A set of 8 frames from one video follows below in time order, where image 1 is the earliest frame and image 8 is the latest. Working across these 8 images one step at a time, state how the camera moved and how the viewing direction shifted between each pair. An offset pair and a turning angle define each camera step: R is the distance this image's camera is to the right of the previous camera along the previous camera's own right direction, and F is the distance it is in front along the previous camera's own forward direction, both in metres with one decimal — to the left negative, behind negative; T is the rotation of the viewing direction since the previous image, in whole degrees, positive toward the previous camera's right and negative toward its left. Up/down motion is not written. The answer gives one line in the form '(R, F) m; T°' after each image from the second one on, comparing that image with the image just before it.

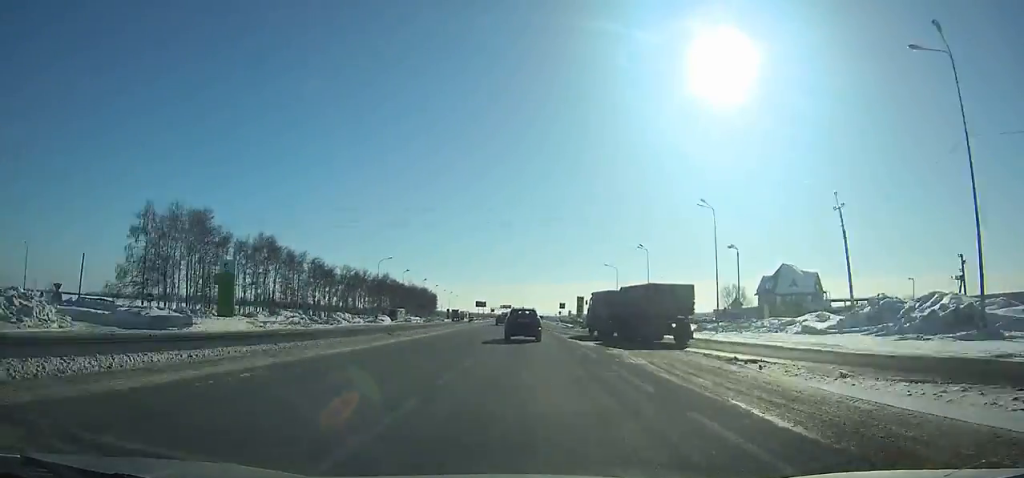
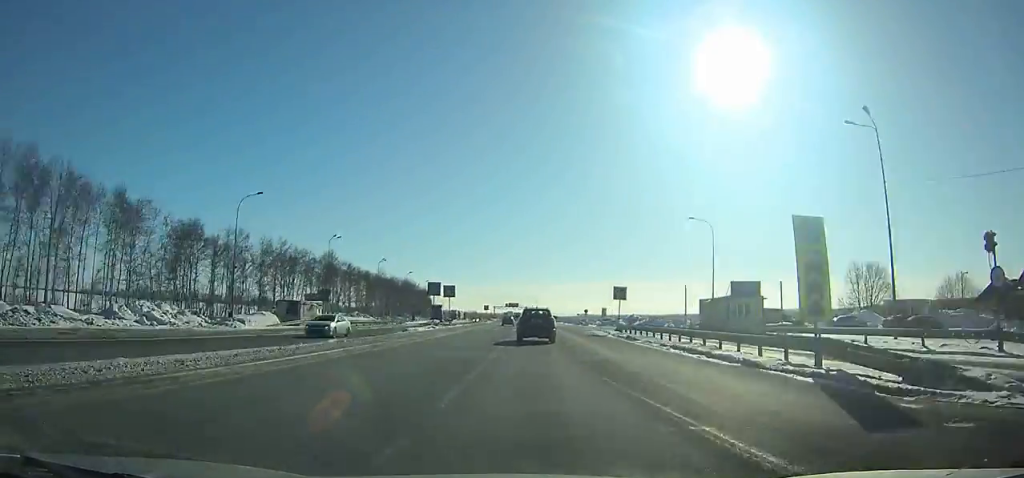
(-0.4, +59.2) m; -1°
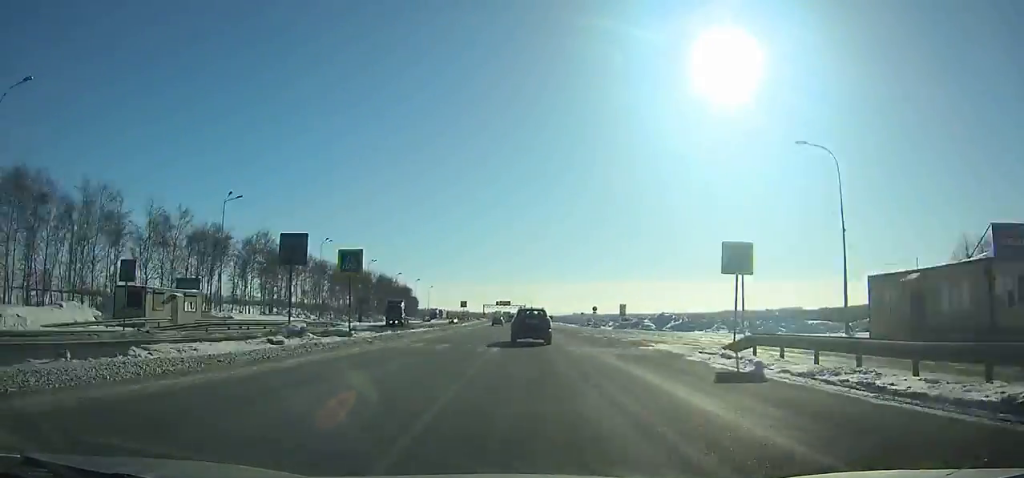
(0.0, +28.4) m; 0°
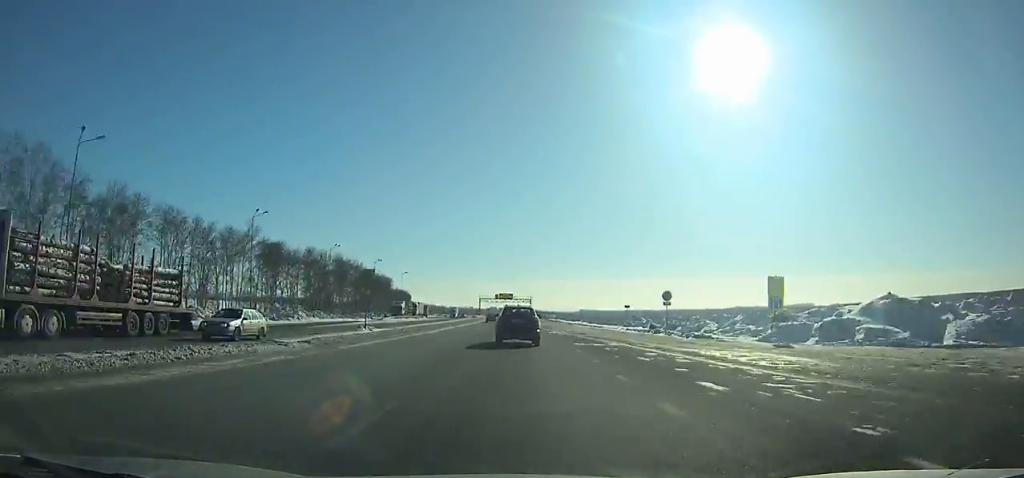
(-0.2, +49.9) m; -1°
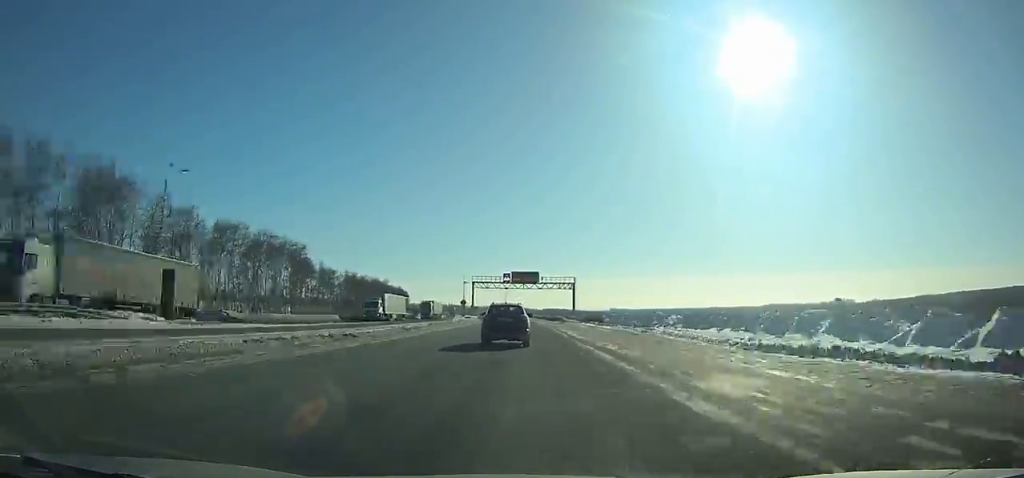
(-1.7, +109.6) m; -2°
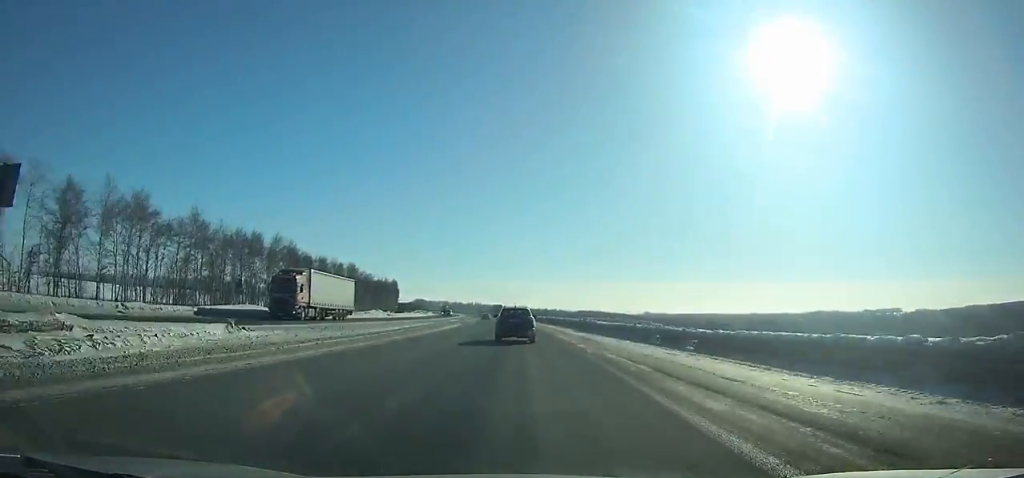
(-3.9, +130.6) m; -4°
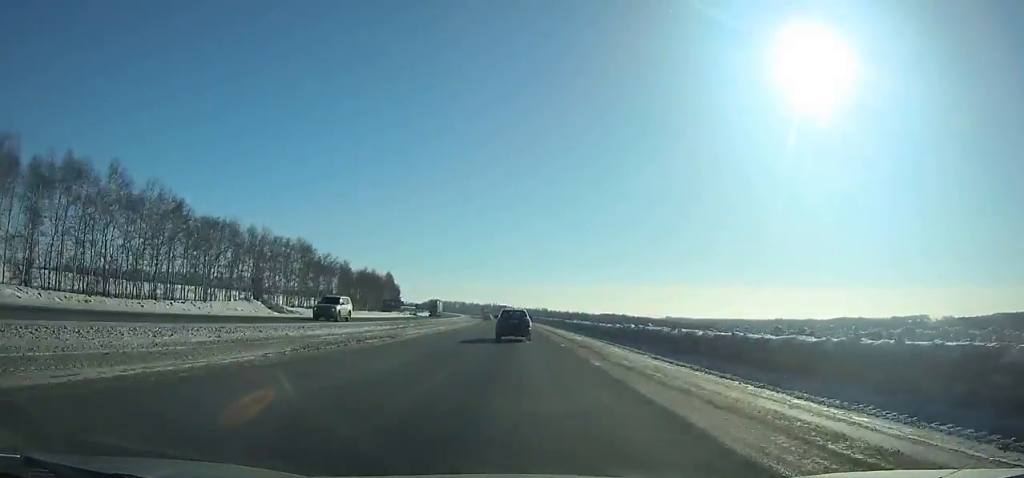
(-0.8, +56.6) m; -2°
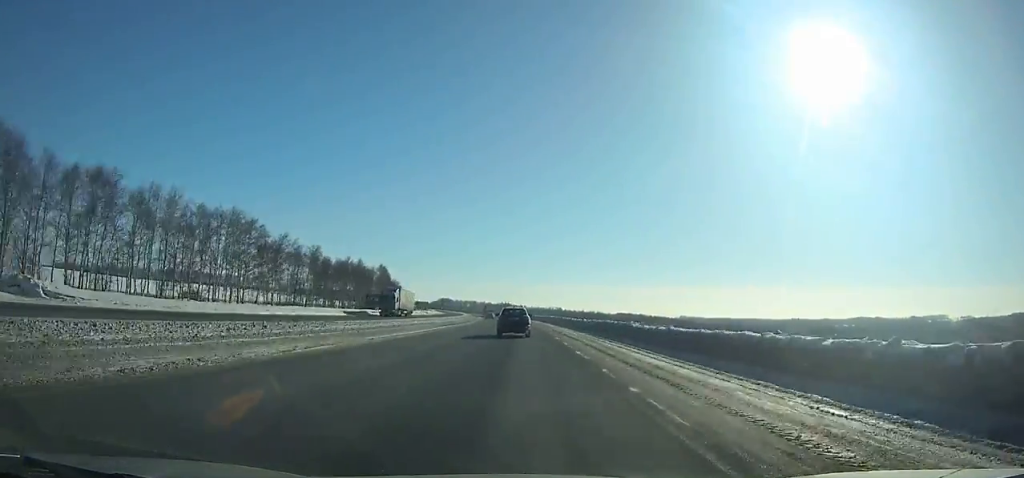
(-0.5, +35.3) m; -1°
